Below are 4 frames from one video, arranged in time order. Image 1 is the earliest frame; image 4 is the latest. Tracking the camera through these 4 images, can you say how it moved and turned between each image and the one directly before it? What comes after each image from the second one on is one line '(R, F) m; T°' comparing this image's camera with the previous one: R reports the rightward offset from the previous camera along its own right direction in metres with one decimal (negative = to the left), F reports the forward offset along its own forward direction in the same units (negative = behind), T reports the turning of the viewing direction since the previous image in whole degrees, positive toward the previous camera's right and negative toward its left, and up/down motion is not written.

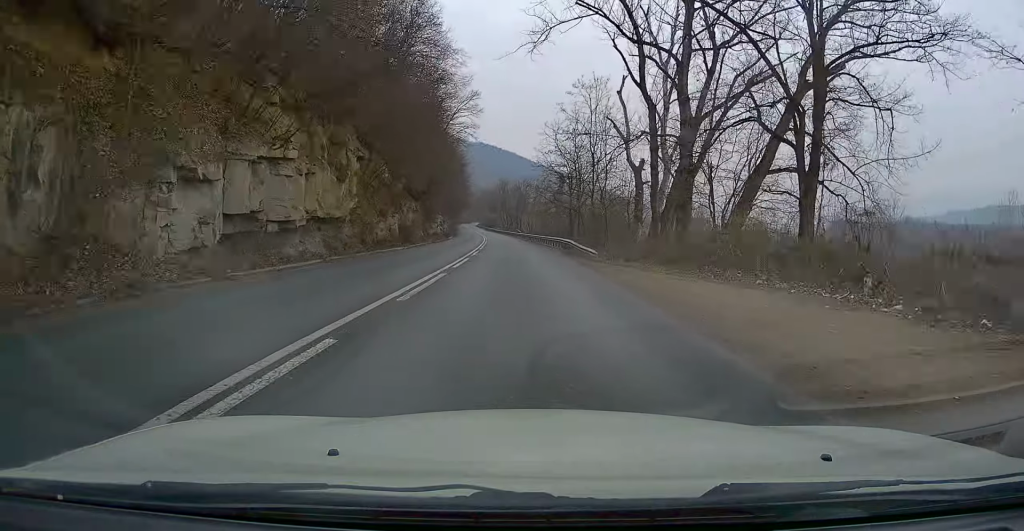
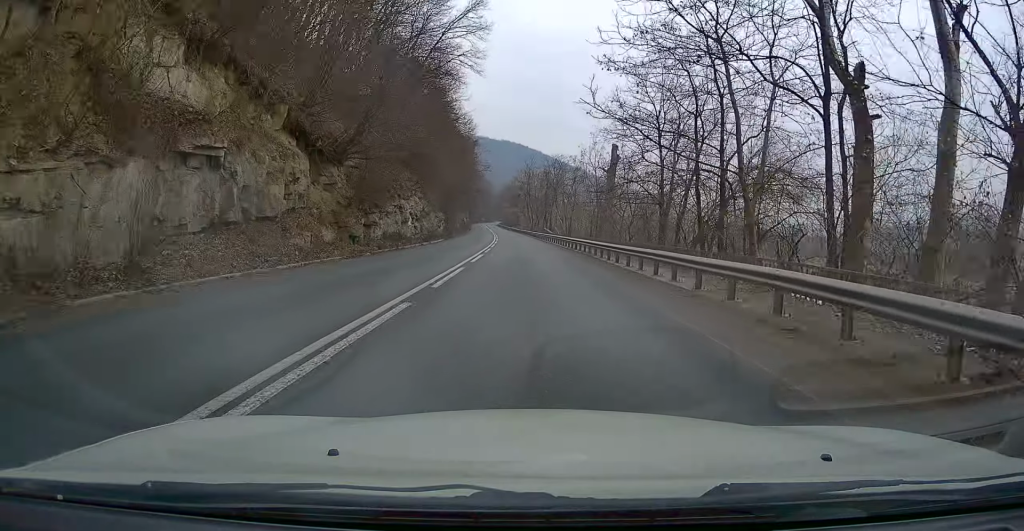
(-0.2, +33.7) m; -3°
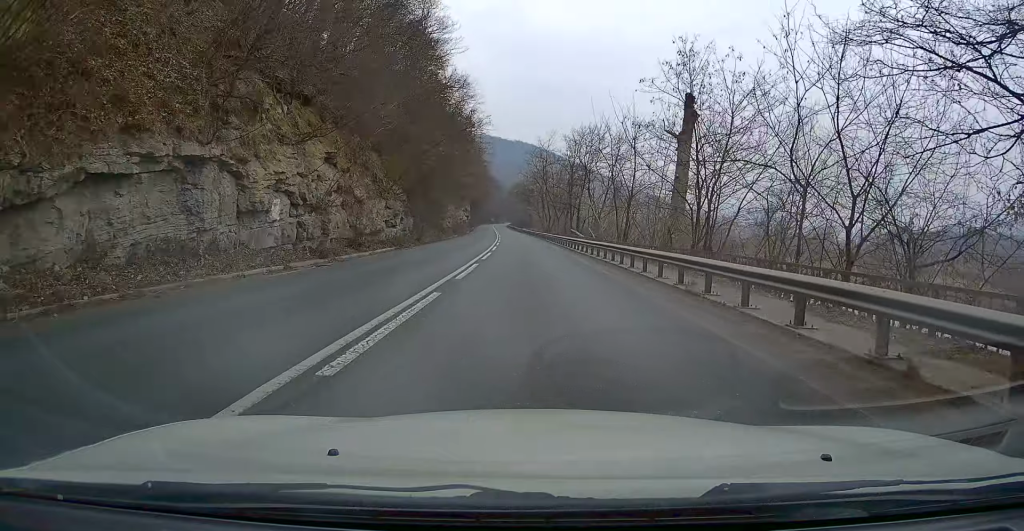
(-0.7, +25.4) m; -2°
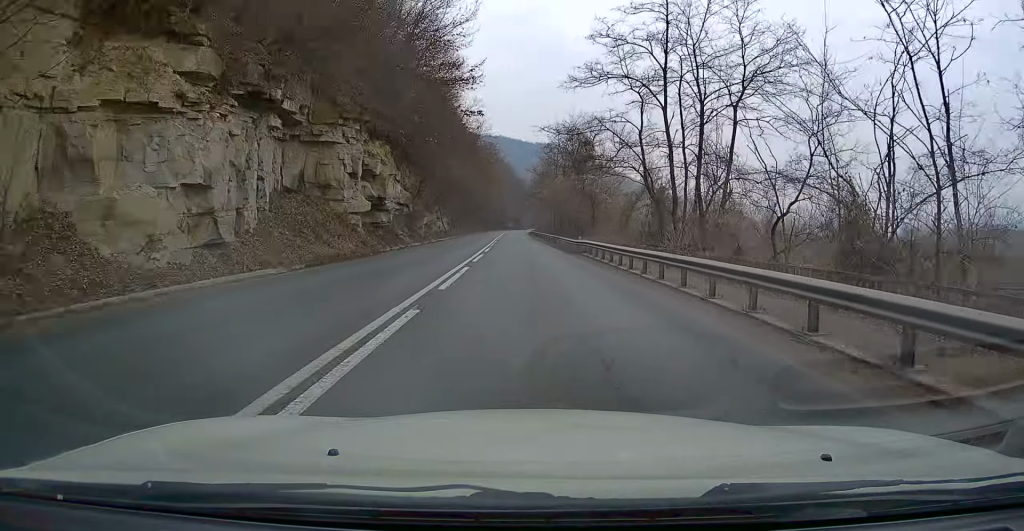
(-1.5, +83.3) m; -1°
